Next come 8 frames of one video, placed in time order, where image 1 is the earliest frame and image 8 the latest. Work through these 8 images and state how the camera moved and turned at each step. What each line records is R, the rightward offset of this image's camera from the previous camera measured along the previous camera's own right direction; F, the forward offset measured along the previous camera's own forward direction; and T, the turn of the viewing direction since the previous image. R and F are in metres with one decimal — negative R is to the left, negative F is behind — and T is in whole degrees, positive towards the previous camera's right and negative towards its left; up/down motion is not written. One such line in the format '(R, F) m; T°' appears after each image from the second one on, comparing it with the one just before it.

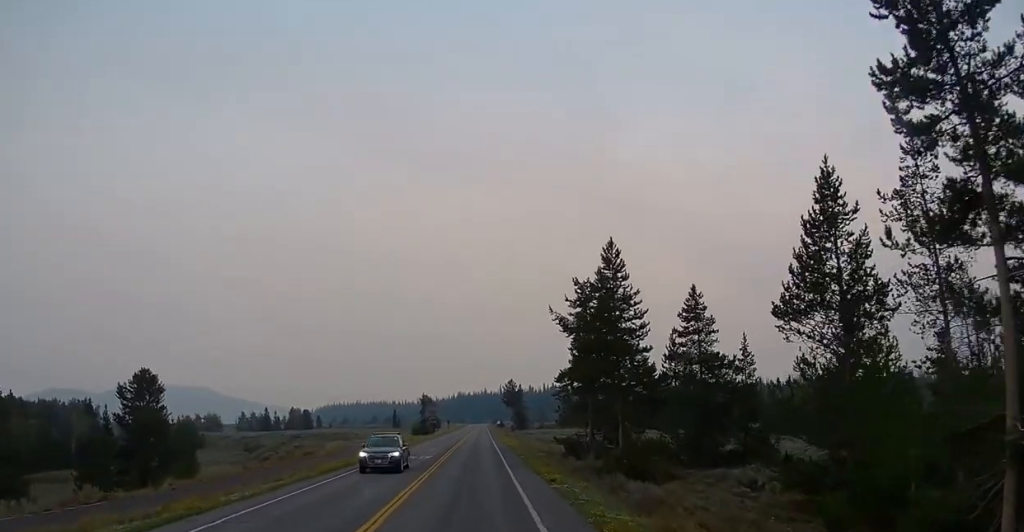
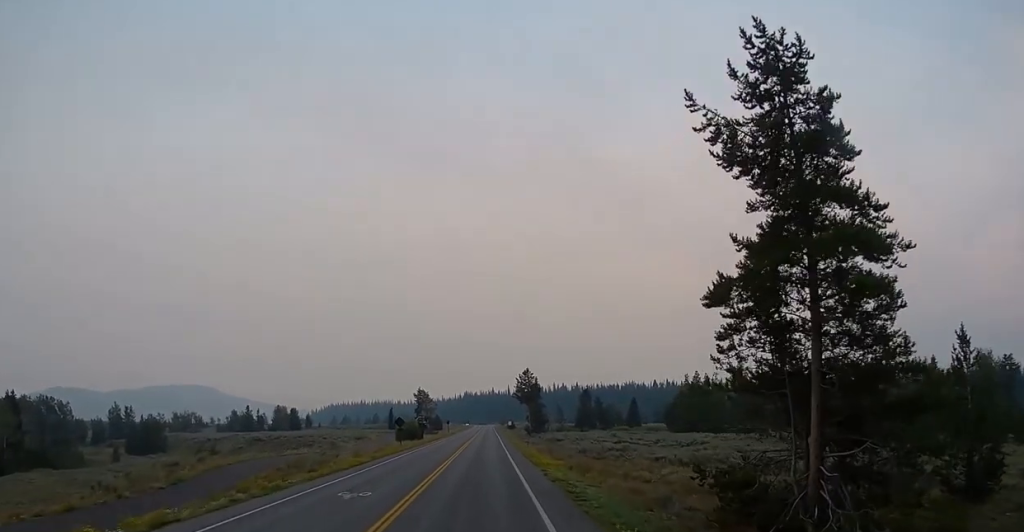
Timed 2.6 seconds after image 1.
(+0.3, +33.8) m; 0°
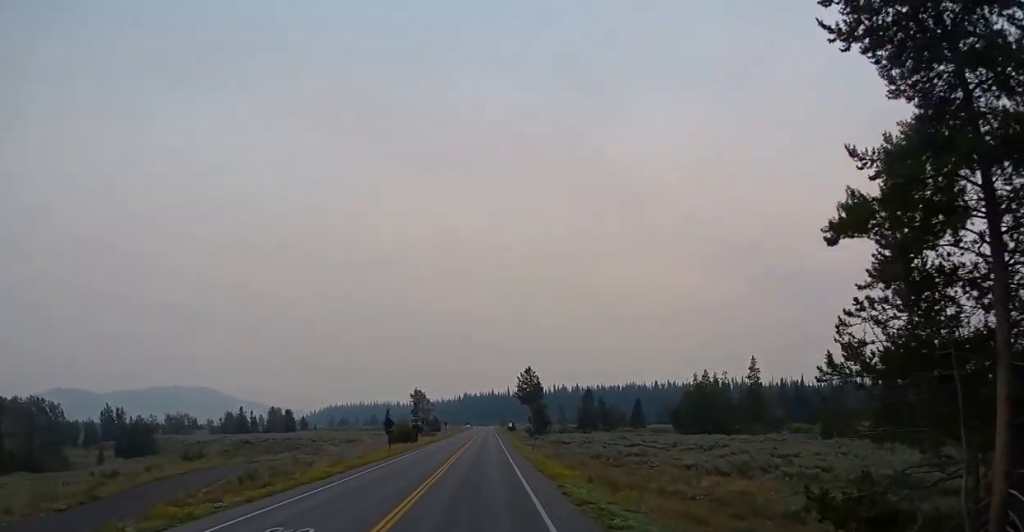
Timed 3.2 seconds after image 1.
(-0.2, +7.2) m; 0°
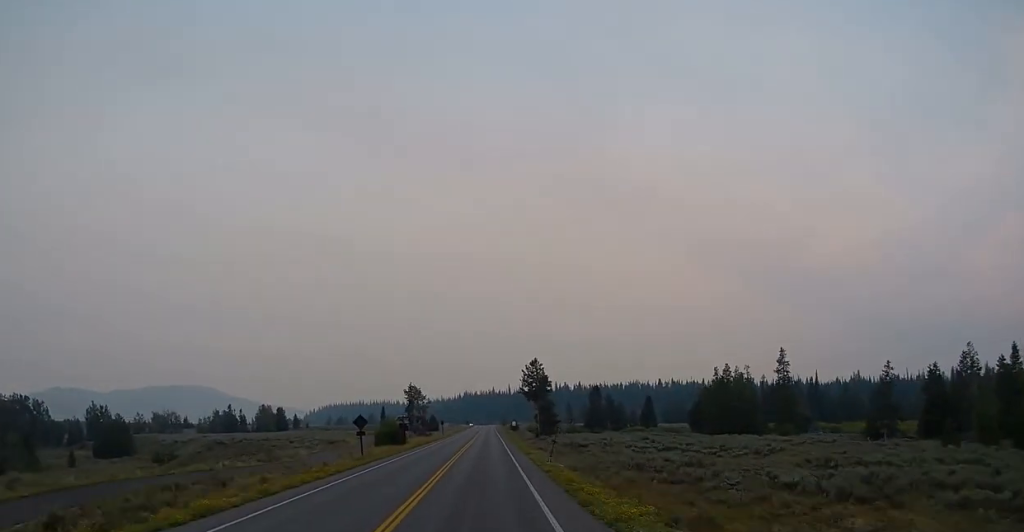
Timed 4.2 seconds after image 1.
(+0.1, +14.1) m; 0°
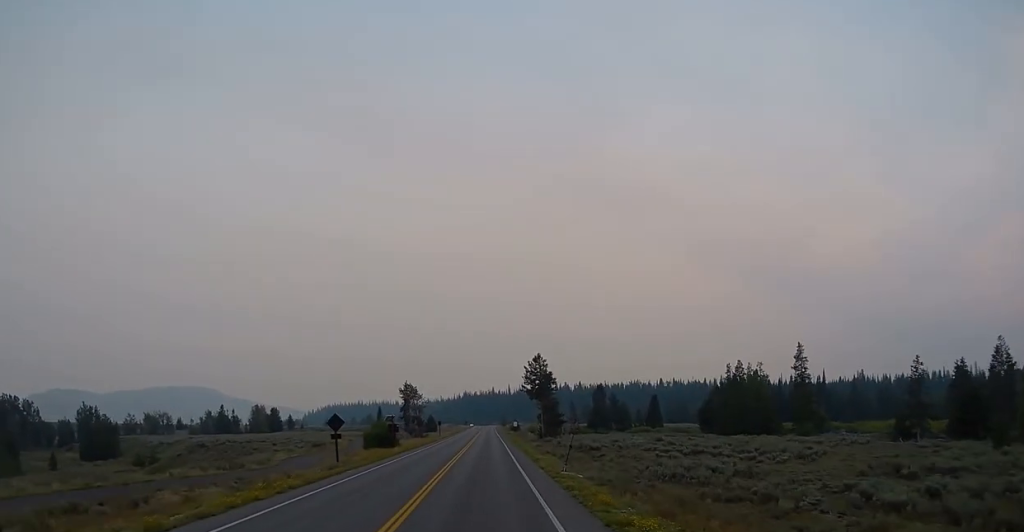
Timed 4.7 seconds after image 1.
(+0.1, +7.8) m; 0°
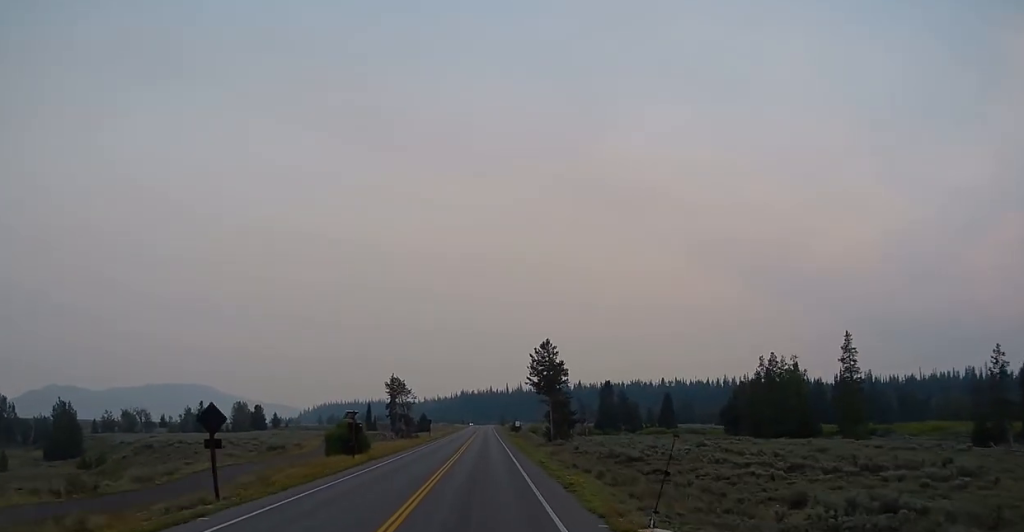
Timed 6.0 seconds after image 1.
(-0.3, +17.1) m; -1°
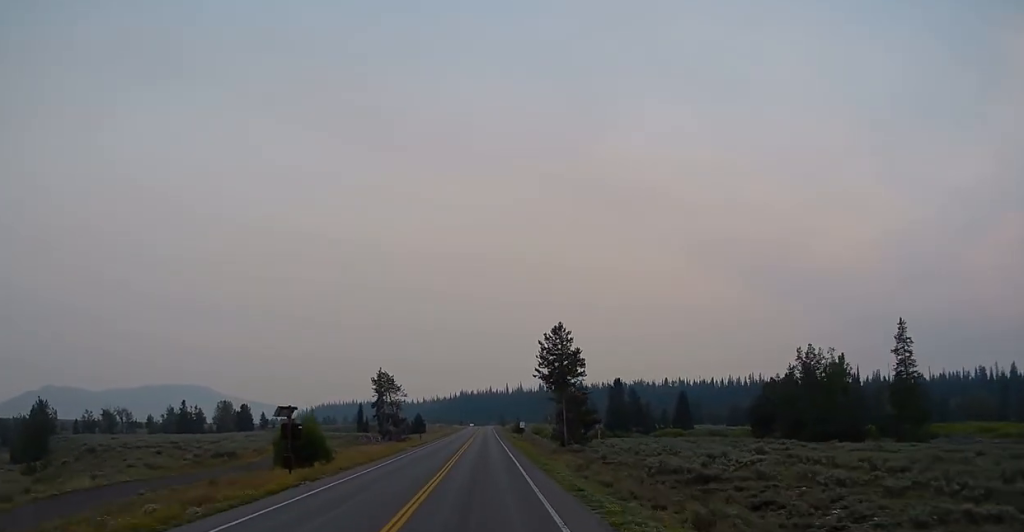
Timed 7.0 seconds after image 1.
(-0.1, +14.2) m; 0°
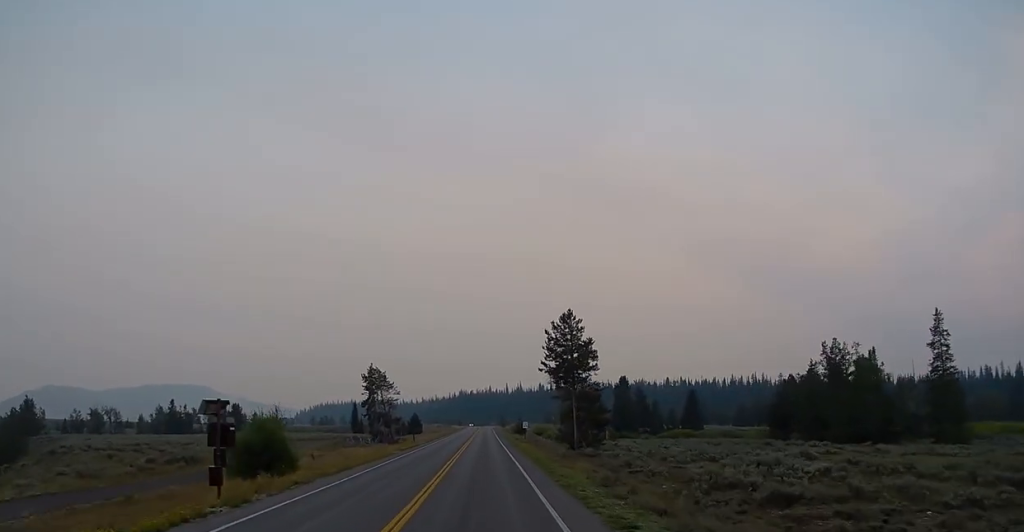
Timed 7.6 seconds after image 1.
(0.0, +8.1) m; 0°
